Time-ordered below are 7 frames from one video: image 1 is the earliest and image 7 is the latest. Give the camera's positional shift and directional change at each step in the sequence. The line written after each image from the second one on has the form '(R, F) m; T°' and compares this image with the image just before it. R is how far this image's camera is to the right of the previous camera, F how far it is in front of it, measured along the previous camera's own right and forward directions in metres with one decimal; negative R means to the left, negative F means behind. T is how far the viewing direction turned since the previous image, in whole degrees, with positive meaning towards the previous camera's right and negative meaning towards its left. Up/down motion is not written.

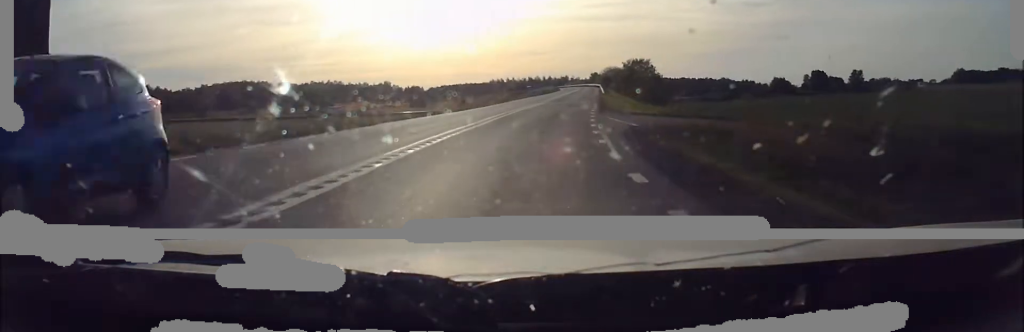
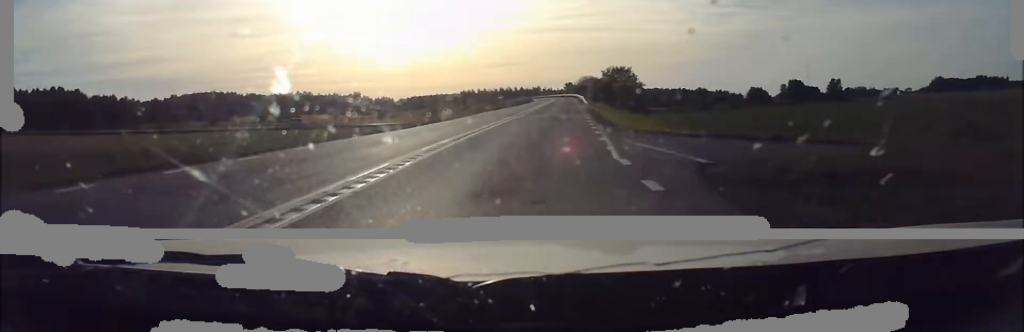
(+0.5, +8.5) m; +4°
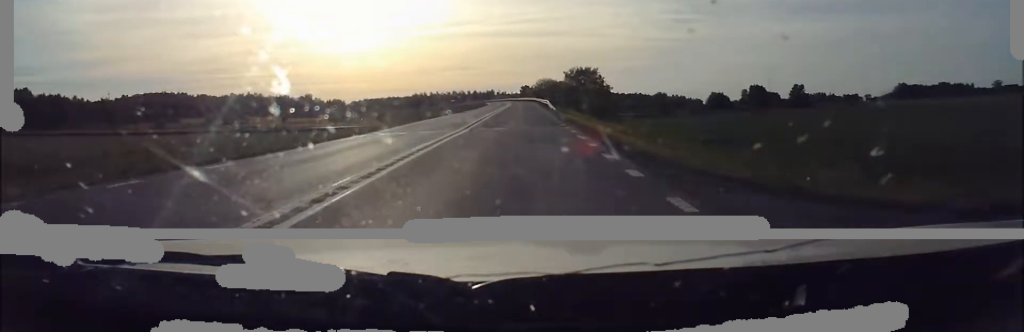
(+0.1, +12.9) m; +2°
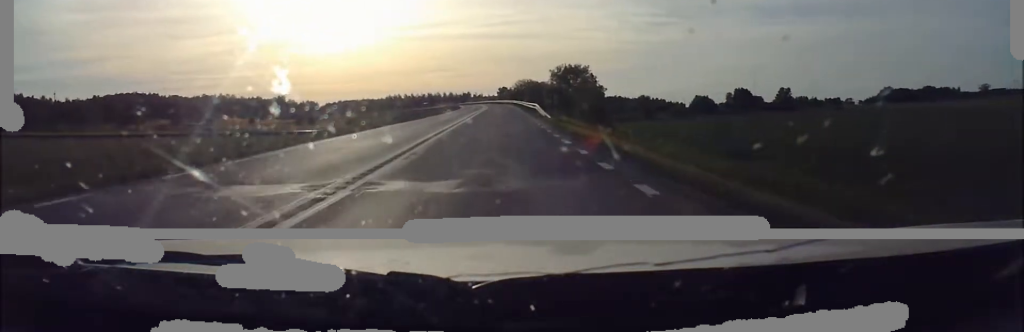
(+0.7, +16.9) m; +3°
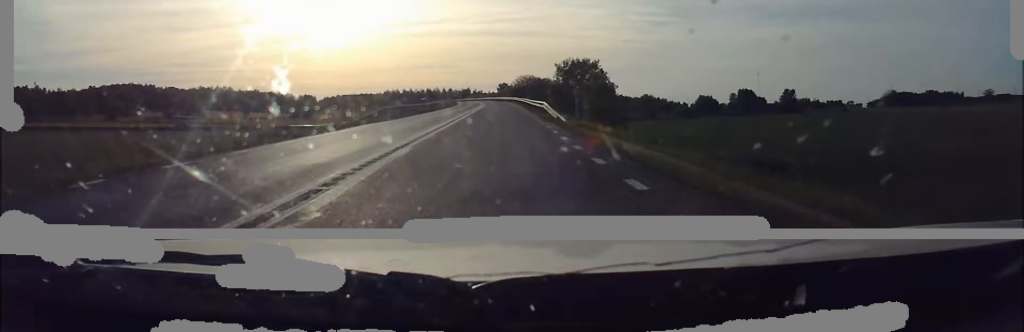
(-0.1, +8.6) m; -1°
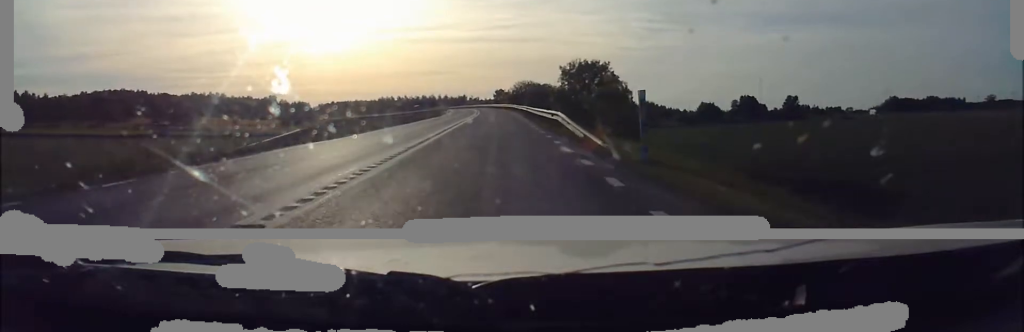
(-0.1, +10.5) m; +1°
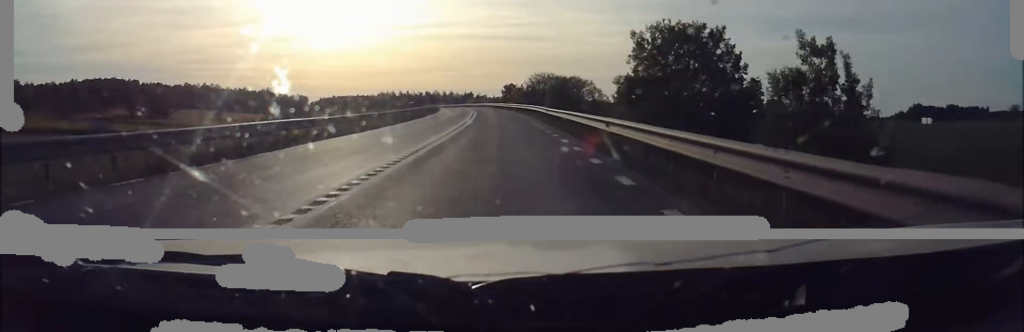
(+0.2, +35.2) m; -1°
